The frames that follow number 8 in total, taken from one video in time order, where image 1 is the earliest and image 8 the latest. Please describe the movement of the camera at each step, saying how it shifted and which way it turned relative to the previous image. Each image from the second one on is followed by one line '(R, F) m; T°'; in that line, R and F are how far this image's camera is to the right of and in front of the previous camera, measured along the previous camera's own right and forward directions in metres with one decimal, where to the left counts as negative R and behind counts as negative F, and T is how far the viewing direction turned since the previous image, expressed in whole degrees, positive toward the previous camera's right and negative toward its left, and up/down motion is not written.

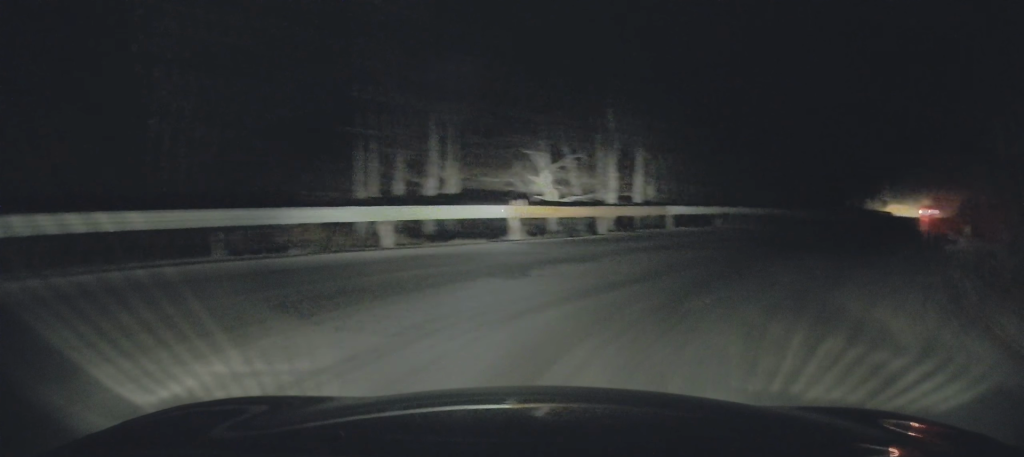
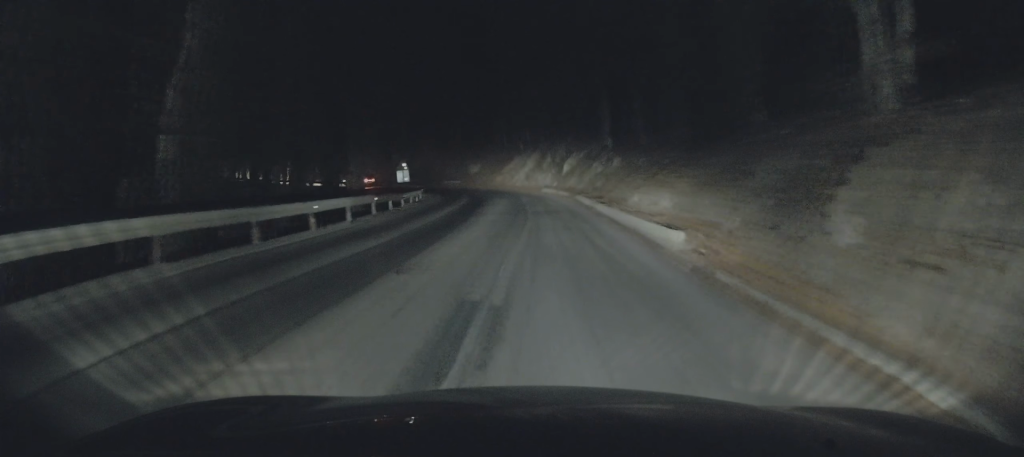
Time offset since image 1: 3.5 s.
(+14.4, +32.3) m; +34°
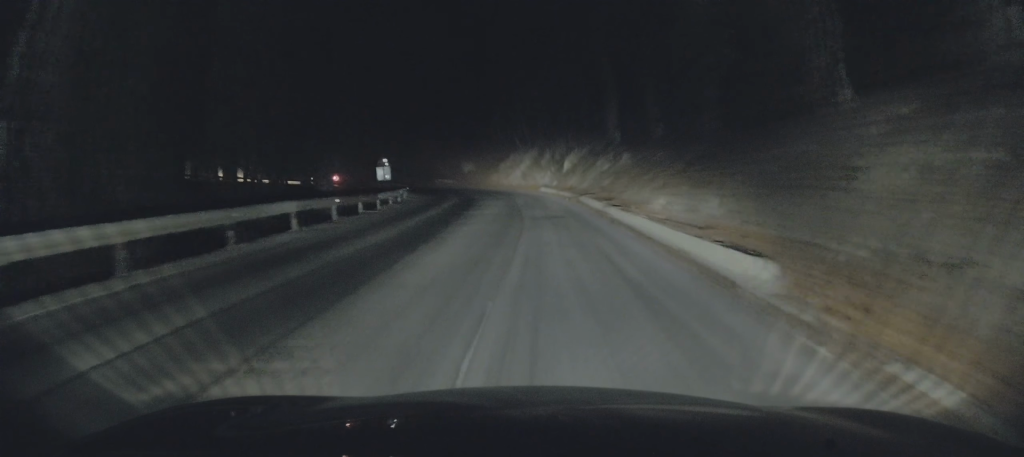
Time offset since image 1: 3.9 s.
(+0.1, +4.4) m; +1°
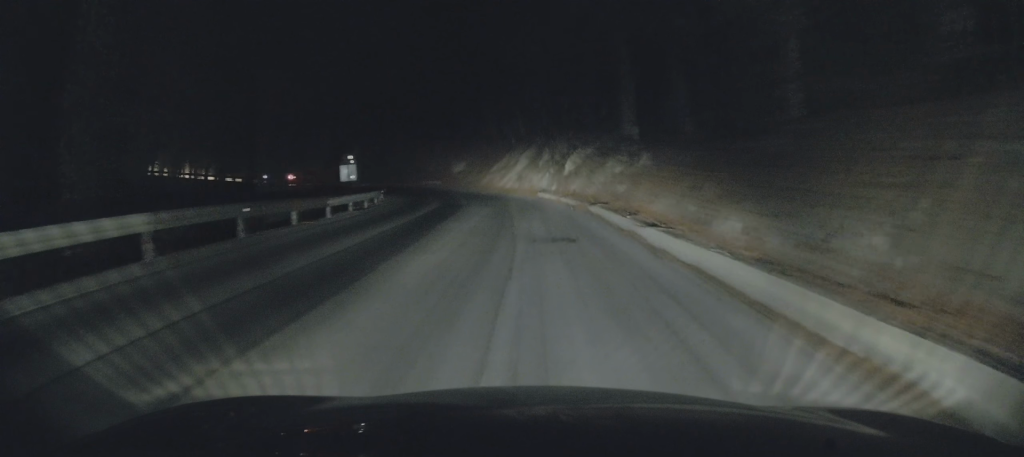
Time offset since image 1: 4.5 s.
(-0.1, +6.0) m; 0°
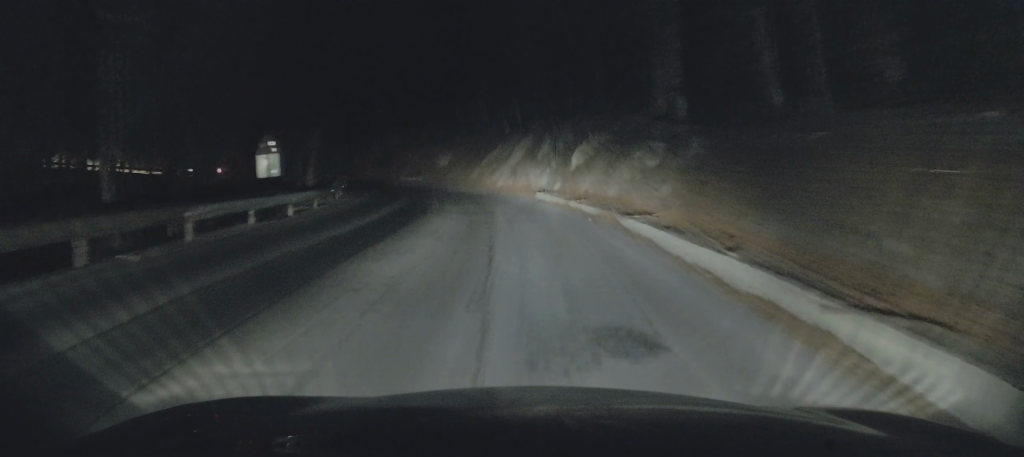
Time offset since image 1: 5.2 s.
(0.0, +8.1) m; 0°
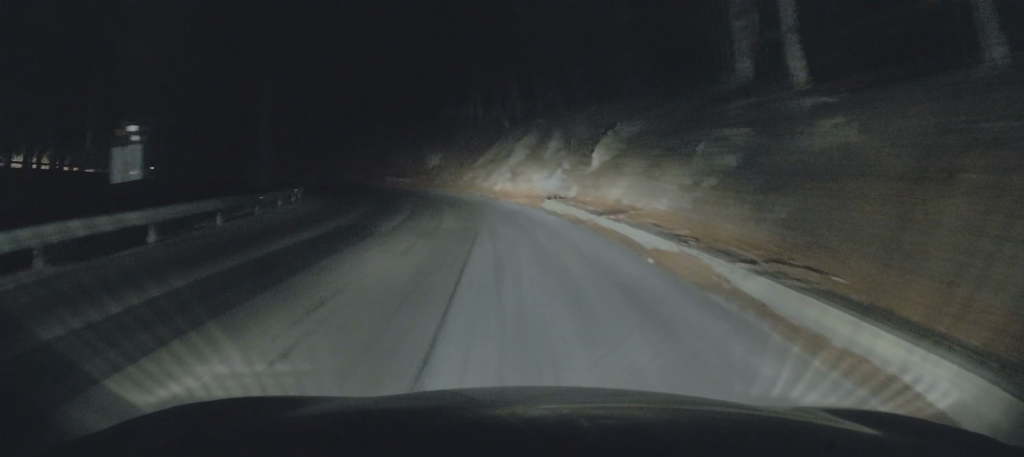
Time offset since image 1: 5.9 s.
(+0.1, +7.6) m; 0°
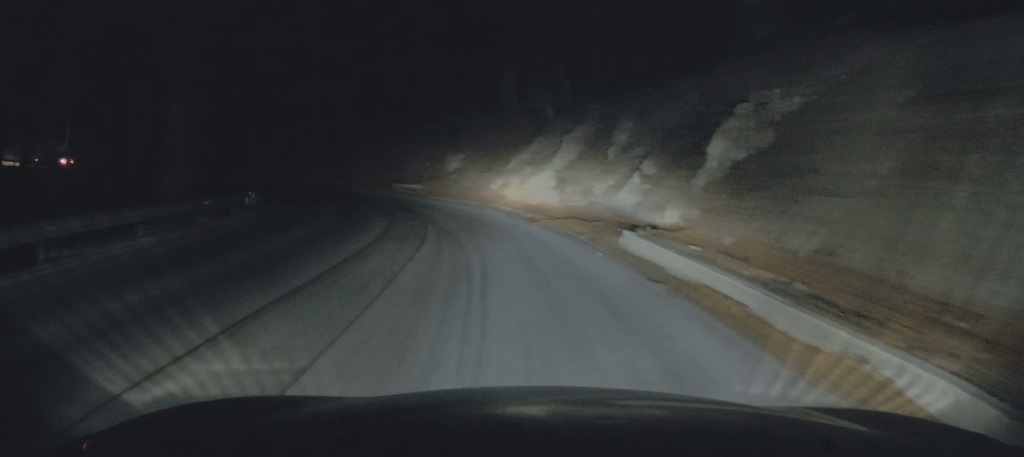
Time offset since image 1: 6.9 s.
(-0.2, +10.7) m; -3°
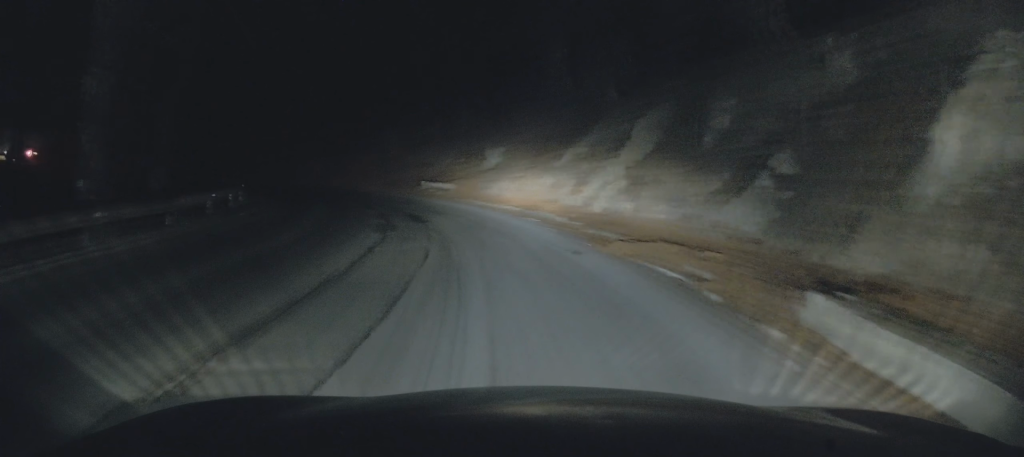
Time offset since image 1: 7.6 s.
(-0.1, +6.1) m; -2°
